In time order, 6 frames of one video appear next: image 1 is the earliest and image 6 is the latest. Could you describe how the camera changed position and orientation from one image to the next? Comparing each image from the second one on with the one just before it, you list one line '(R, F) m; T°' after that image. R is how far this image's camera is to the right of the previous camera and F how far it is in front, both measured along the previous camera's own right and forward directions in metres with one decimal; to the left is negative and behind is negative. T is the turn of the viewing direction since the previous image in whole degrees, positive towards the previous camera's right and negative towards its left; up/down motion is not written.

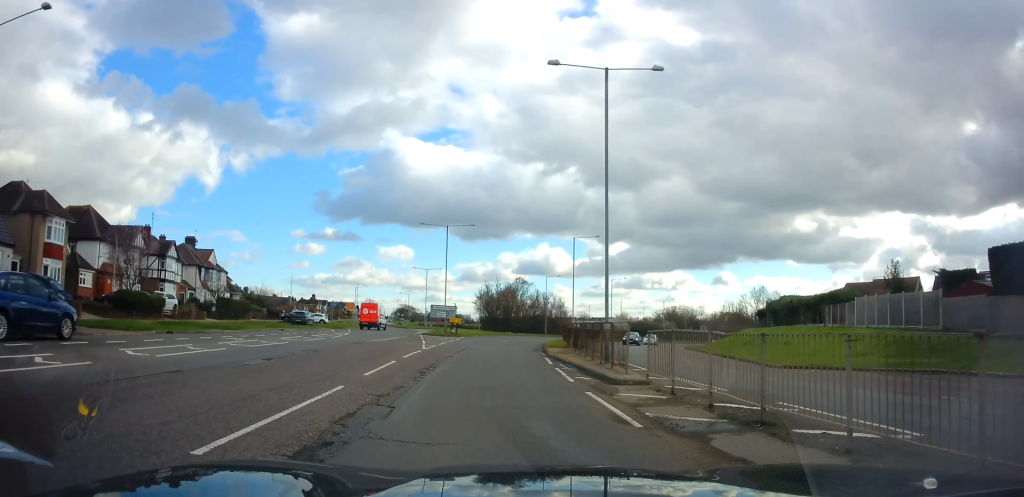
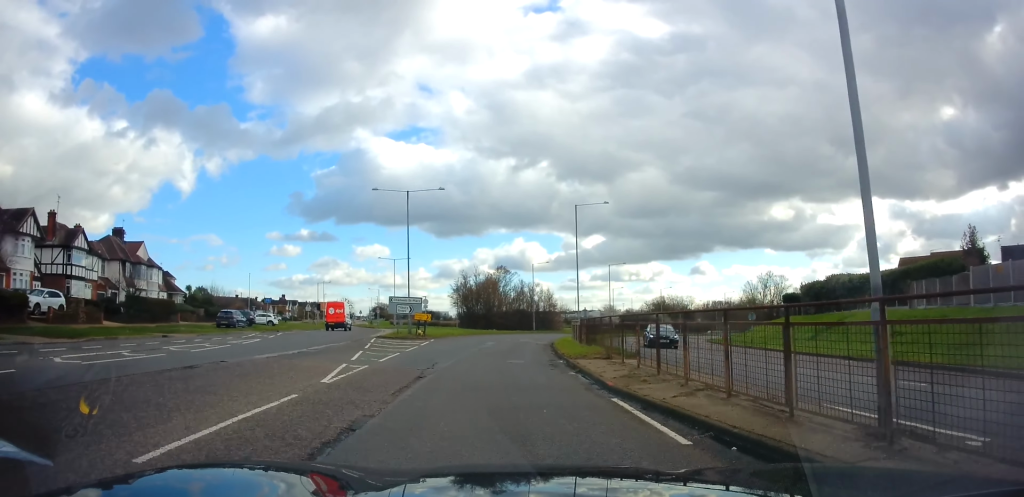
(+0.1, +13.1) m; +2°
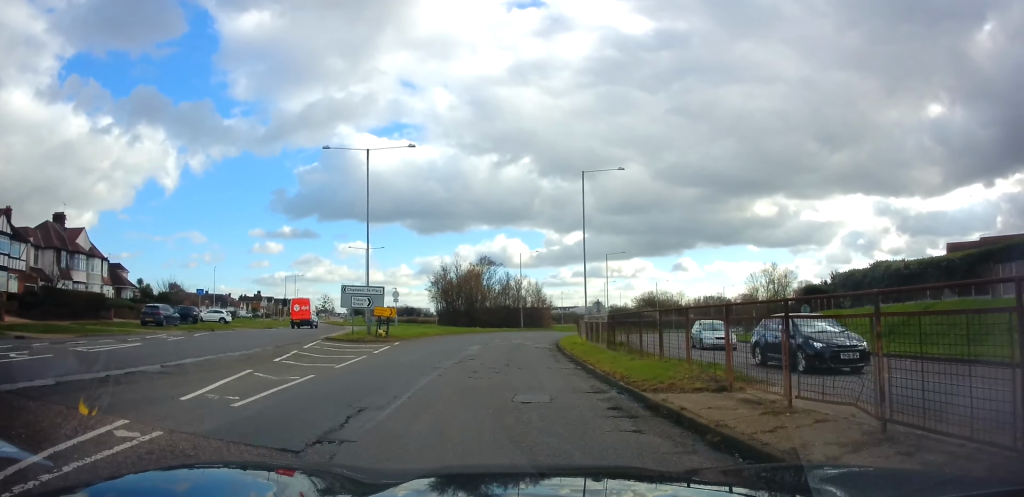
(+0.2, +8.9) m; +2°
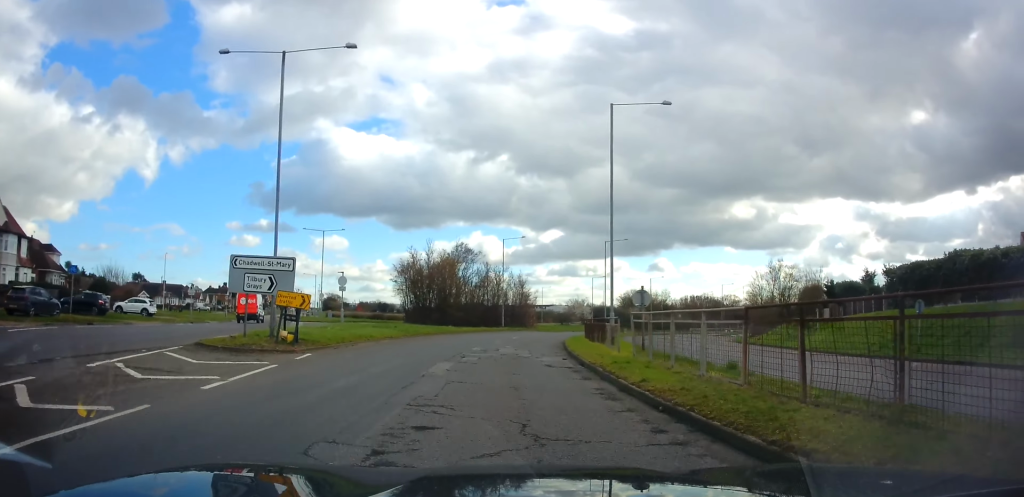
(0.0, +11.1) m; +4°
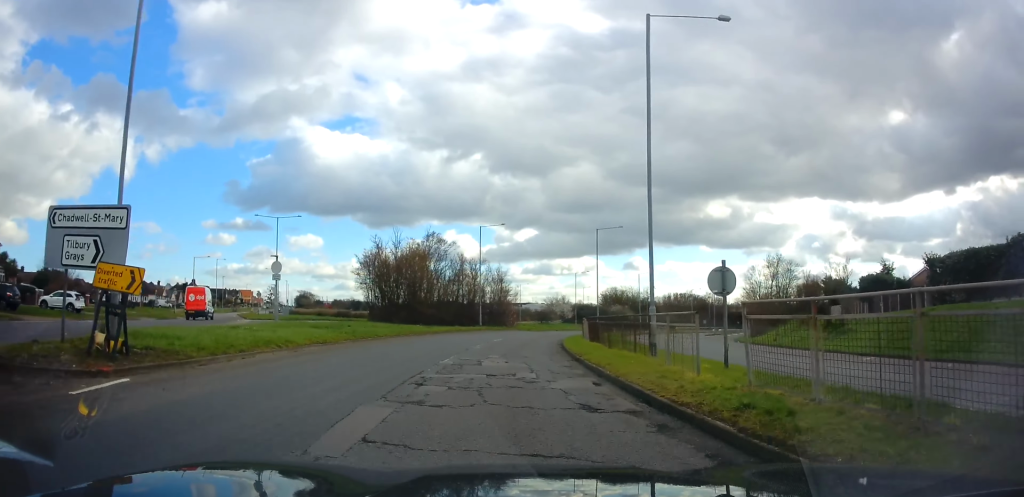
(+0.5, +7.8) m; +2°
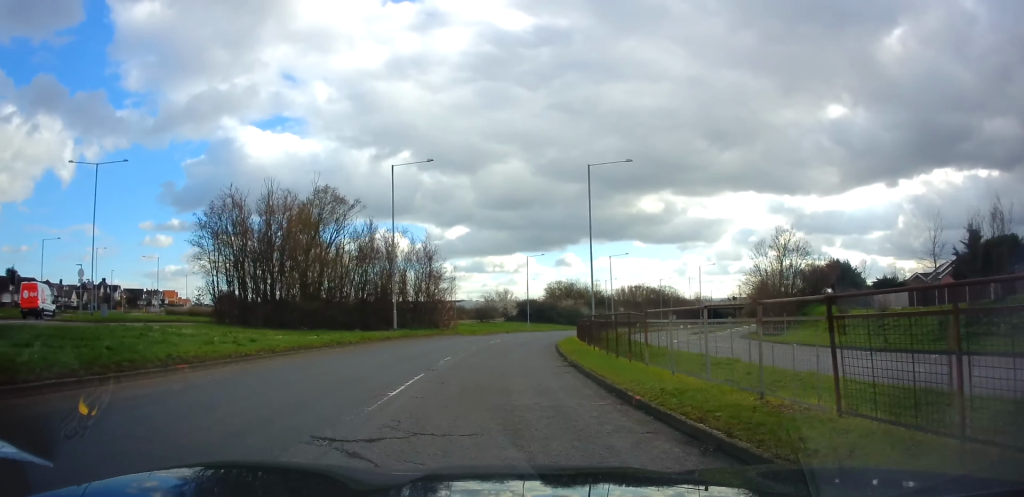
(+0.9, +22.2) m; +6°
